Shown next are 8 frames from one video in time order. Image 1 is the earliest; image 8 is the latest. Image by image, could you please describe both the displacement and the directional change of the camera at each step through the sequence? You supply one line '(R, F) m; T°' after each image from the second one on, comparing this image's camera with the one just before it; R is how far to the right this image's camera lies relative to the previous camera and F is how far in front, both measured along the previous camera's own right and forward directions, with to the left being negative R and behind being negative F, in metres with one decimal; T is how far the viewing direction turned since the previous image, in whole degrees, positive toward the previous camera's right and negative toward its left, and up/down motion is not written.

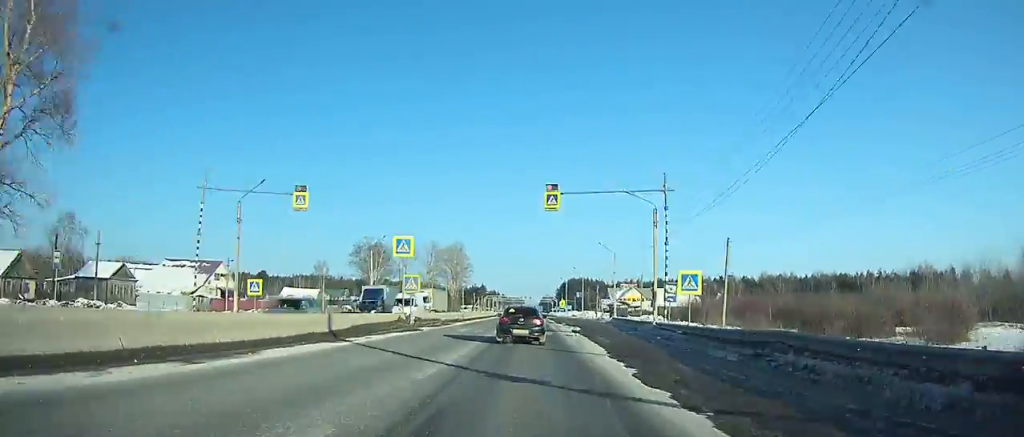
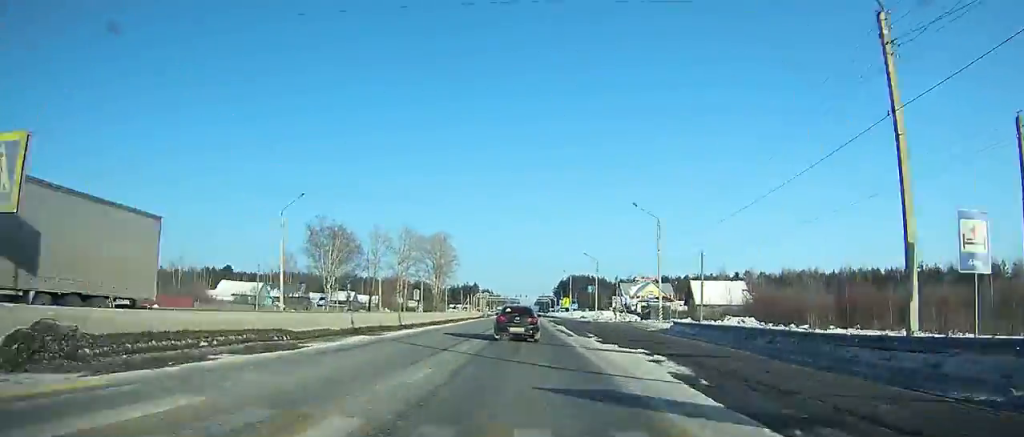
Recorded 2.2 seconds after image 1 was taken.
(0.0, +29.4) m; 0°
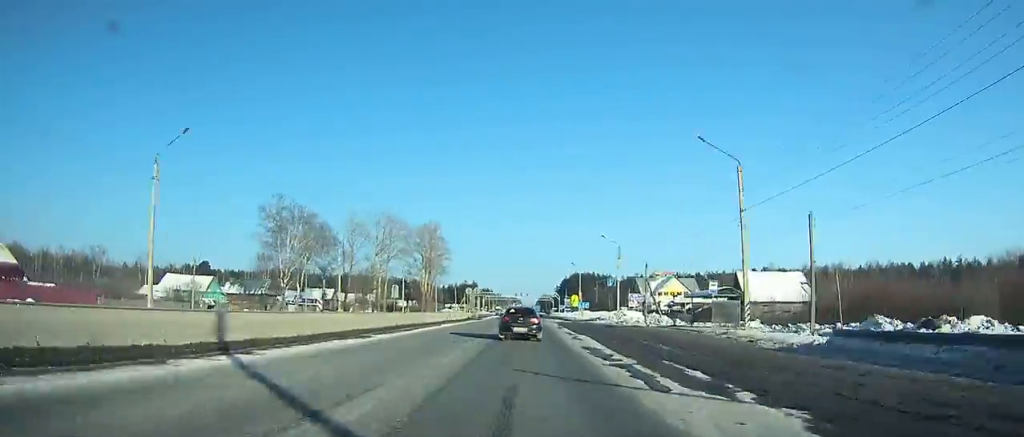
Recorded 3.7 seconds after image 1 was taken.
(+0.1, +19.5) m; 0°
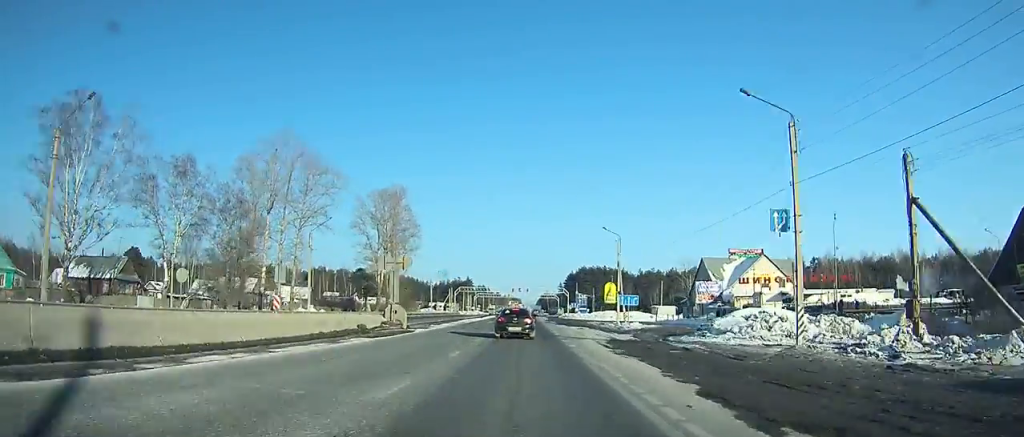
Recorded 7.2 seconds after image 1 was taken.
(0.0, +43.2) m; 0°
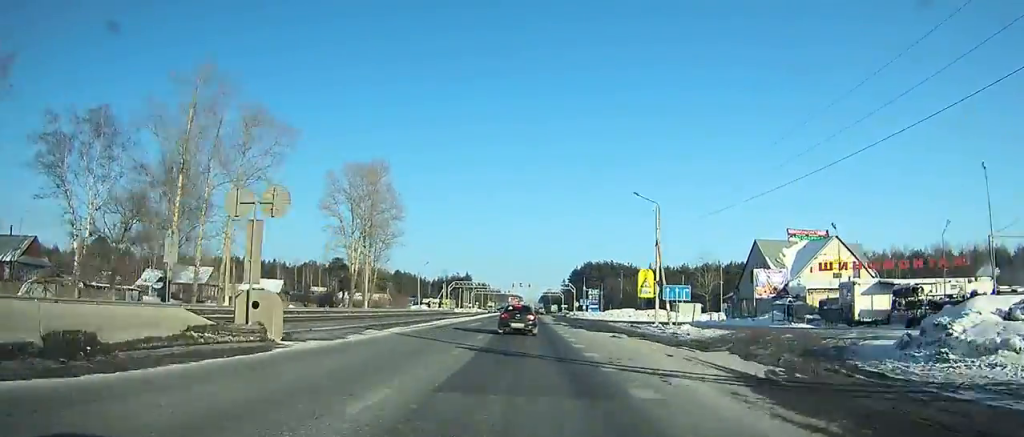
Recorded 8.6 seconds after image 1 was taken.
(0.0, +15.7) m; 0°
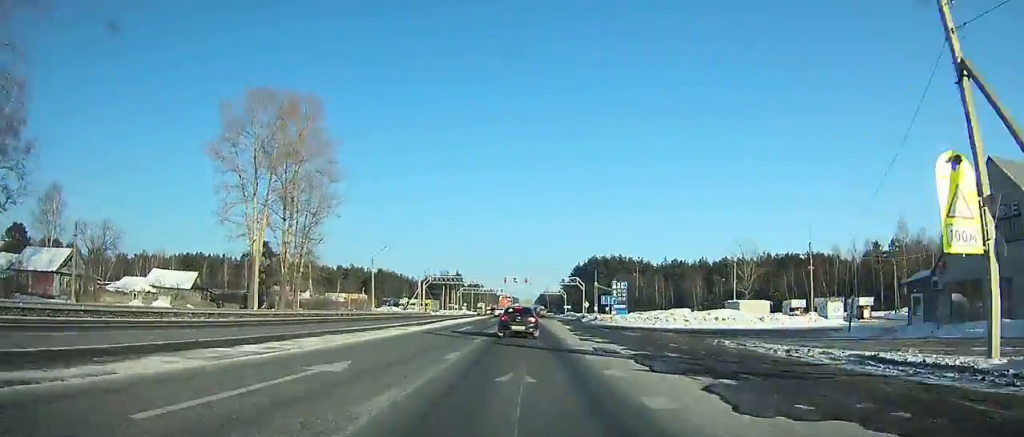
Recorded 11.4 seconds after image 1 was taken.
(-0.1, +29.2) m; 0°
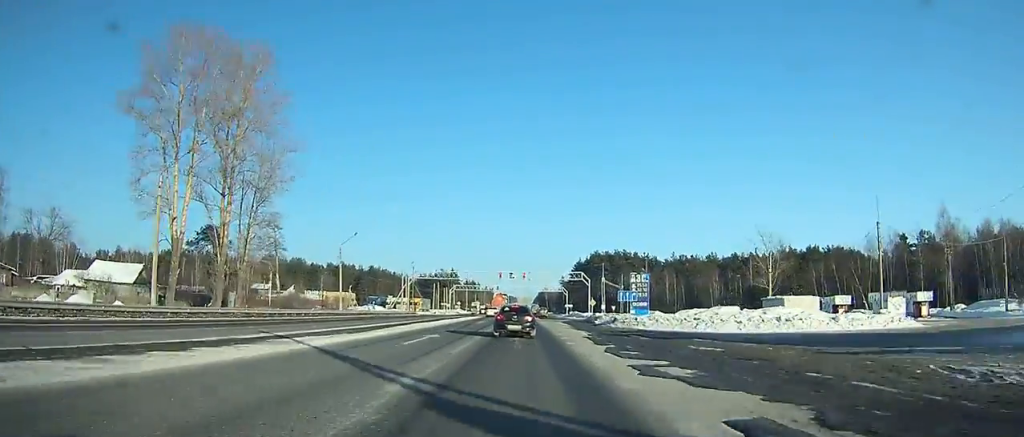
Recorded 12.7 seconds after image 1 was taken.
(+0.1, +12.2) m; 0°
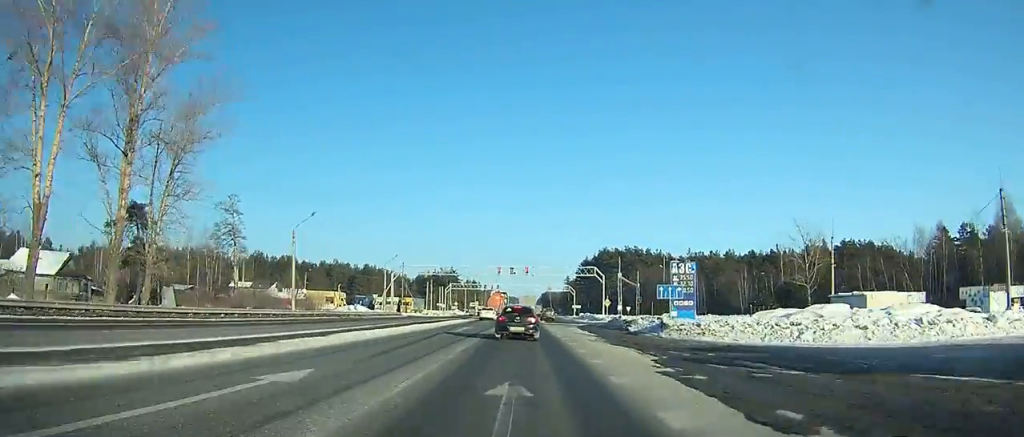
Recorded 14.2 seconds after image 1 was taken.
(0.0, +13.3) m; 0°
